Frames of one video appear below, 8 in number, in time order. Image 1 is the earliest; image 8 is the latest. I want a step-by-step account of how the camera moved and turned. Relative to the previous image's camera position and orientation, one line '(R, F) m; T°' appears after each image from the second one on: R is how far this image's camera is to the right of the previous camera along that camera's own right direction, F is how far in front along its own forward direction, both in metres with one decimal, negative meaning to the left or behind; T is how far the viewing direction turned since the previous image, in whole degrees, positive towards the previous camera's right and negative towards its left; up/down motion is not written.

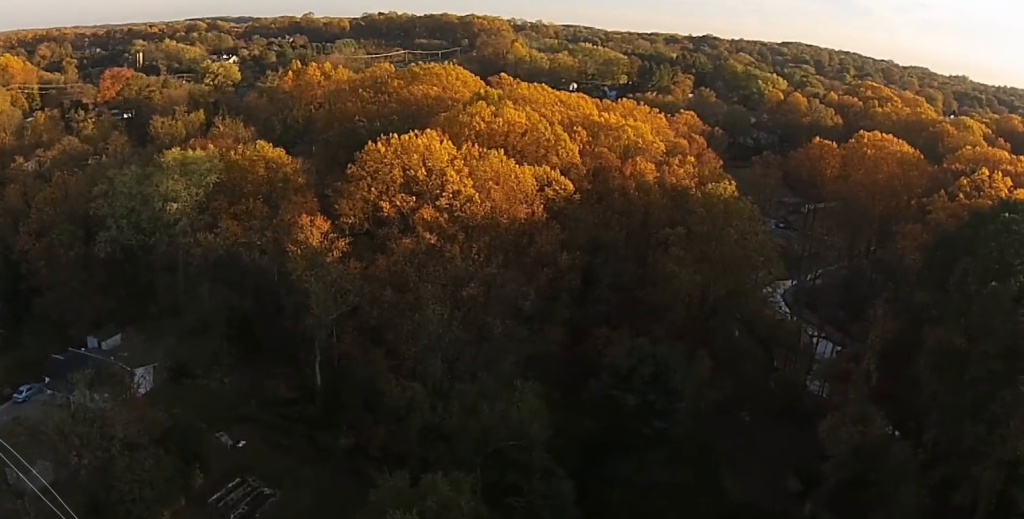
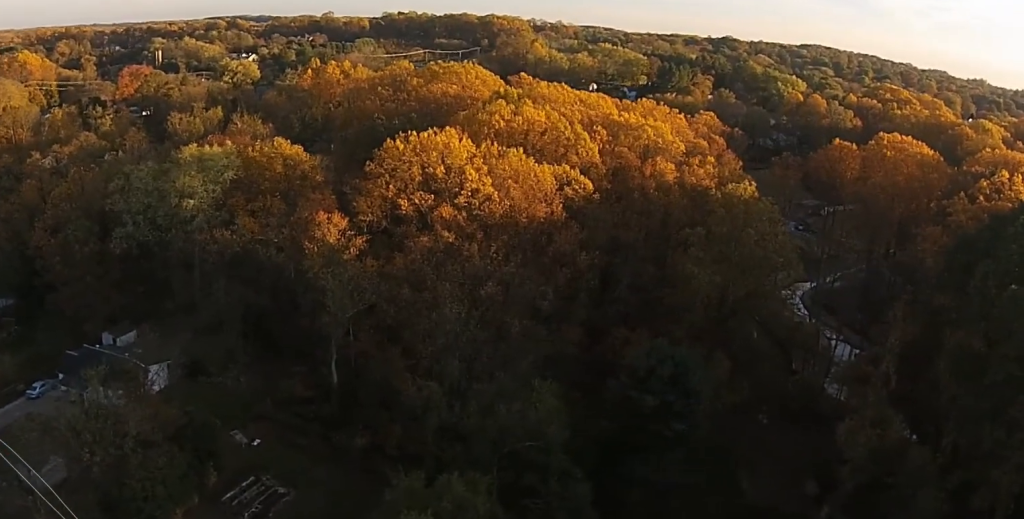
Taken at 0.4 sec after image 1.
(0.0, +0.7) m; -3°
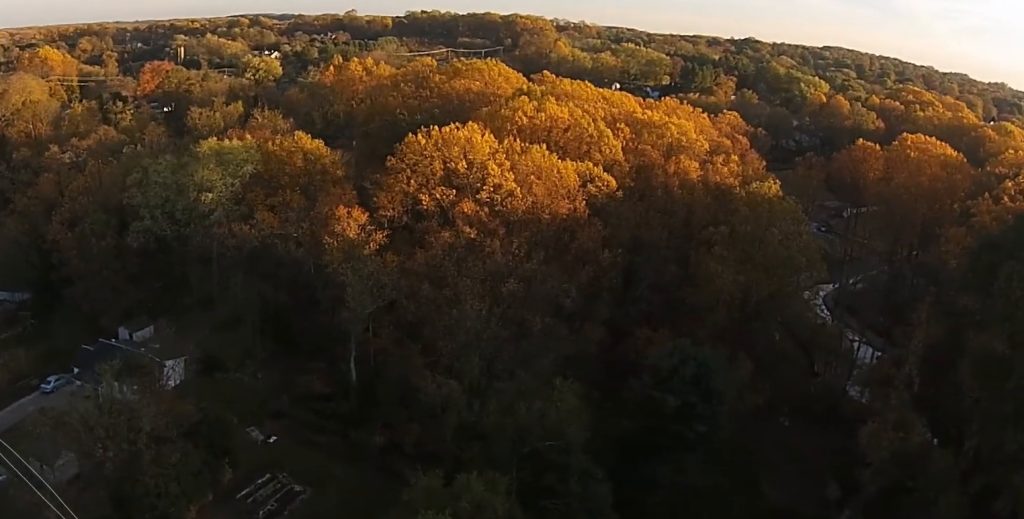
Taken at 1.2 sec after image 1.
(0.0, +1.2) m; -5°
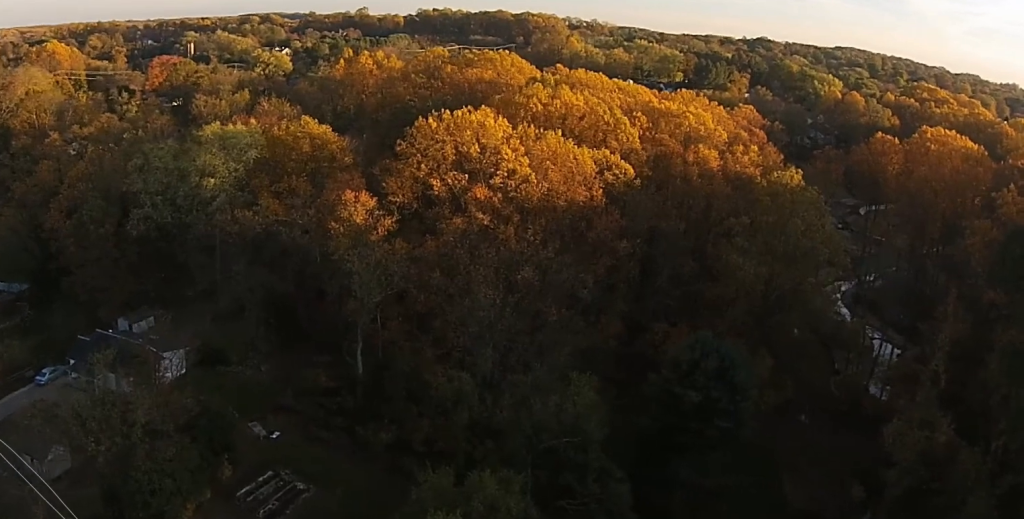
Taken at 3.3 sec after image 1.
(-0.3, +3.3) m; -3°
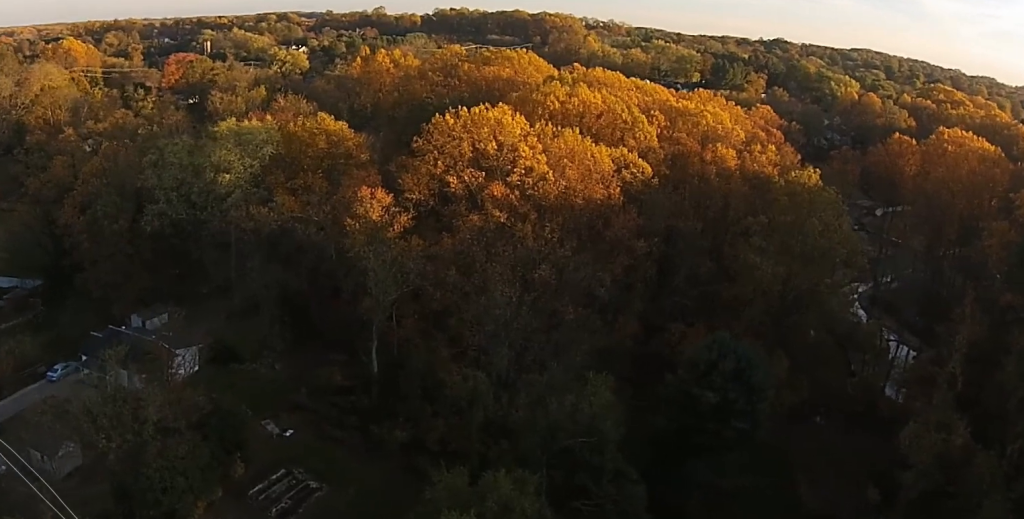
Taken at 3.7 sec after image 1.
(0.0, +0.8) m; +1°
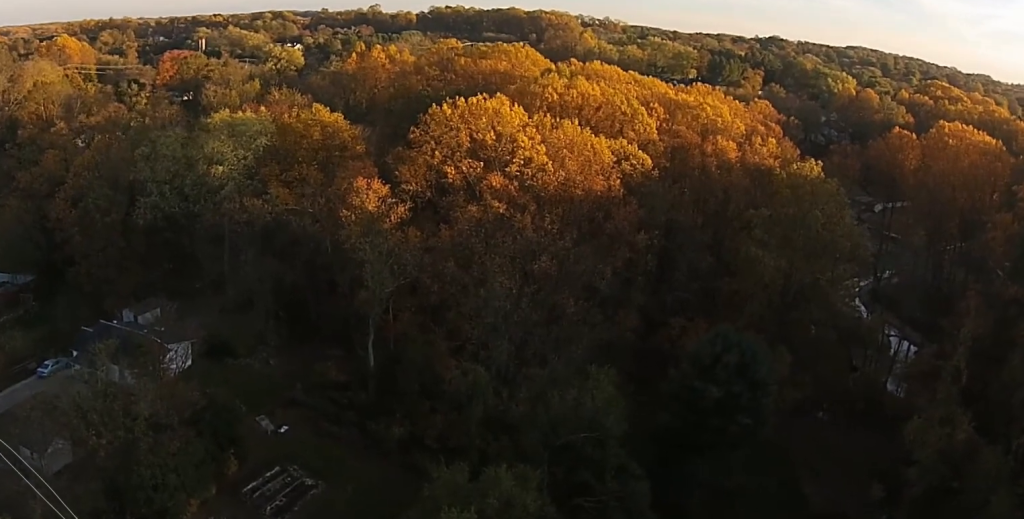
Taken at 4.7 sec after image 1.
(0.0, +1.9) m; +1°
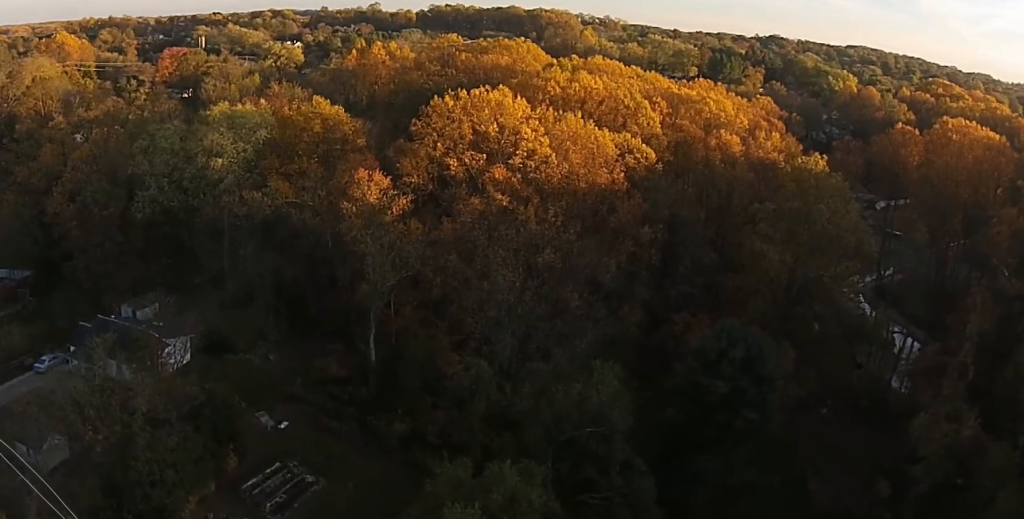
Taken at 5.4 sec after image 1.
(0.0, +1.4) m; -2°
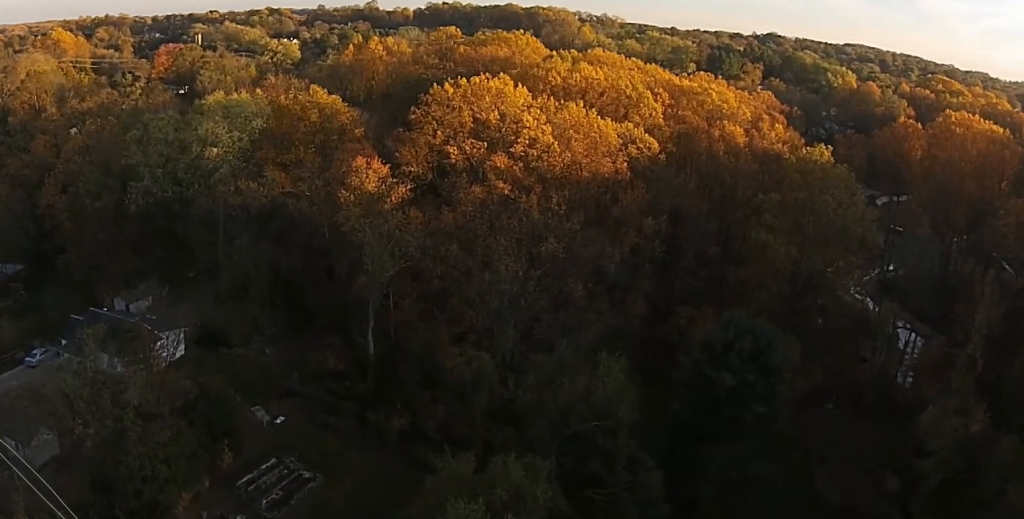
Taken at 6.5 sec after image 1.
(-0.1, +2.2) m; -5°
